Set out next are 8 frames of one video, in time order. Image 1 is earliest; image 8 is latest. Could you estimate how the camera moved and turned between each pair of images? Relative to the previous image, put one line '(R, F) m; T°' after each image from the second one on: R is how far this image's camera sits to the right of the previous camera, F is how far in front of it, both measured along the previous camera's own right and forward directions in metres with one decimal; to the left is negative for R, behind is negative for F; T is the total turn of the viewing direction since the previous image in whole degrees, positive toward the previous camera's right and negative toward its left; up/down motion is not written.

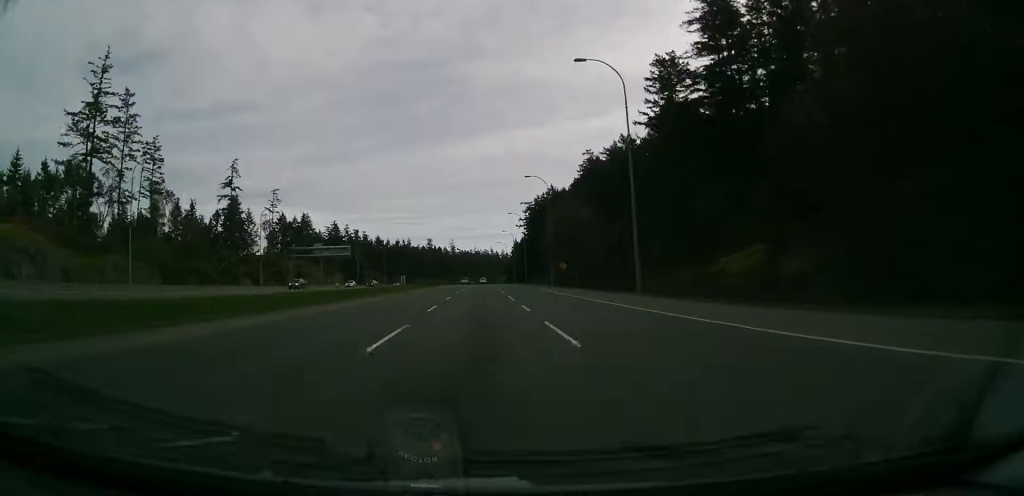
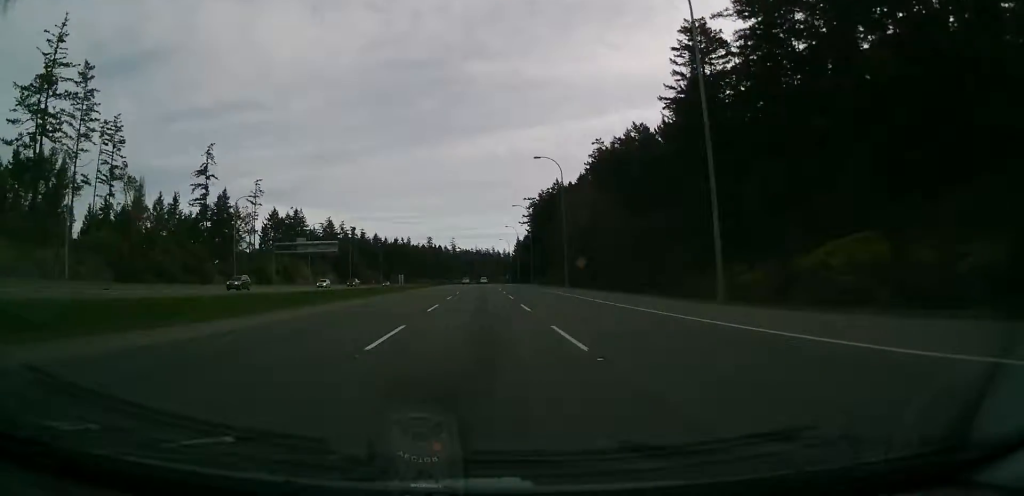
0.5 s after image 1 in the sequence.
(0.0, +12.6) m; 0°
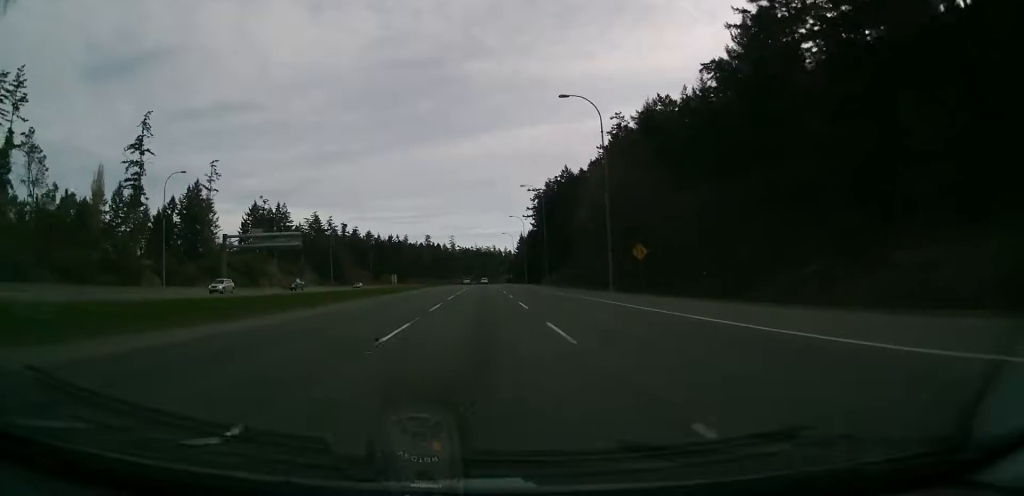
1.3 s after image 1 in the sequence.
(-0.1, +23.5) m; -1°
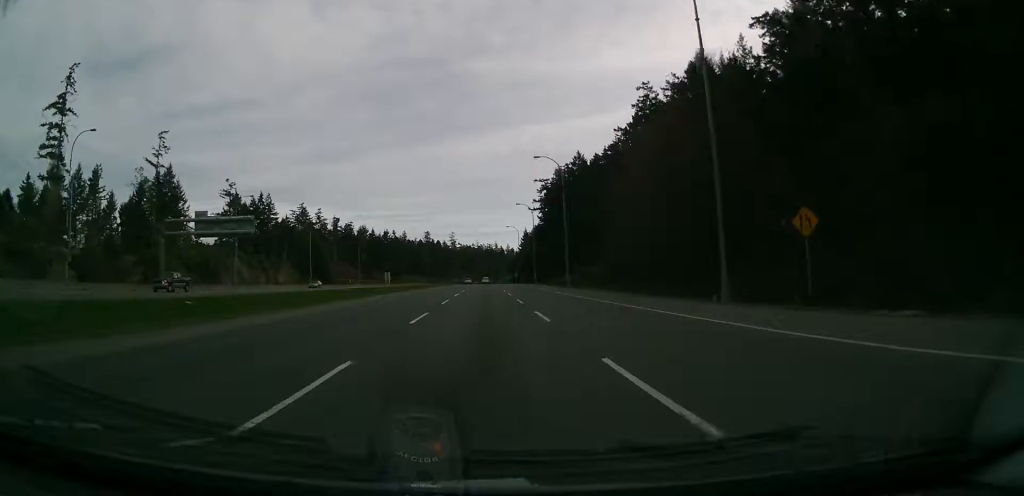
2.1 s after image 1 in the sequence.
(-0.2, +20.8) m; 0°
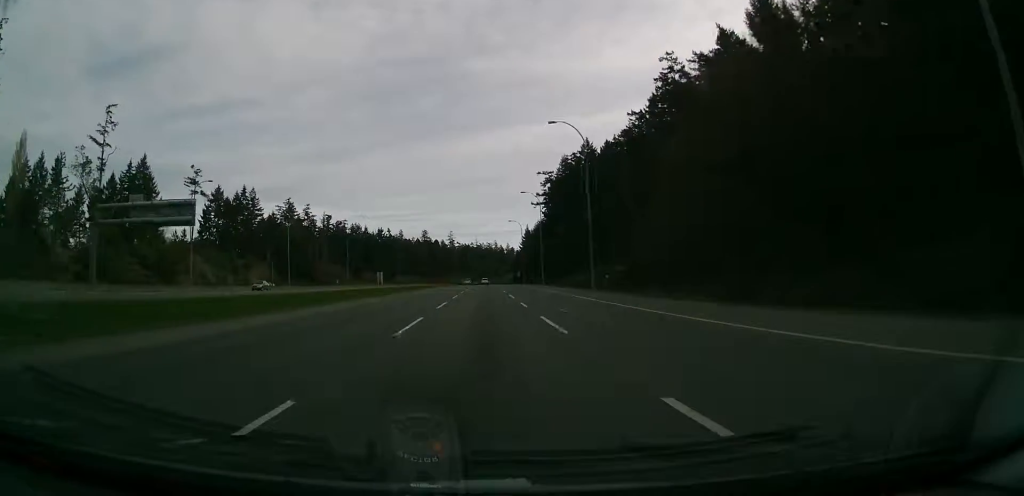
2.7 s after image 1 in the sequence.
(0.0, +15.4) m; 0°
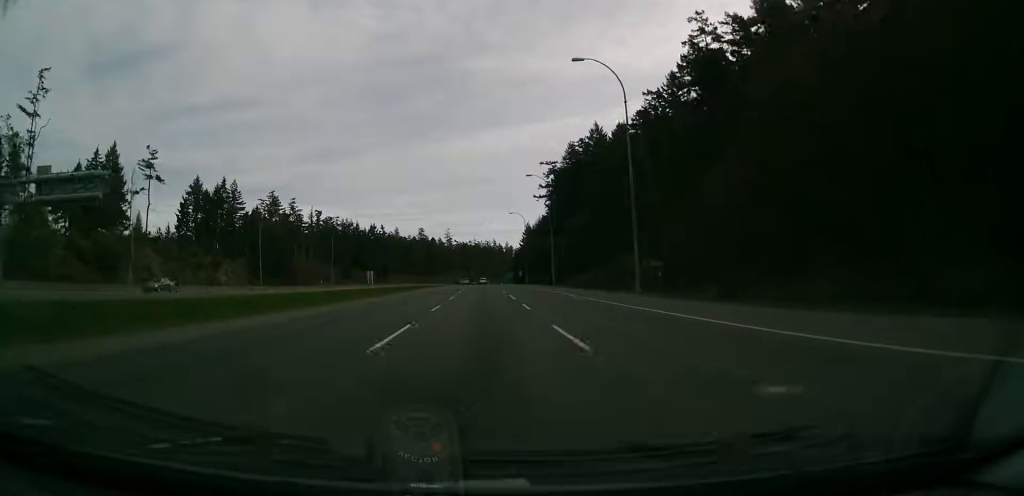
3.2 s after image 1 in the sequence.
(0.0, +15.4) m; 0°
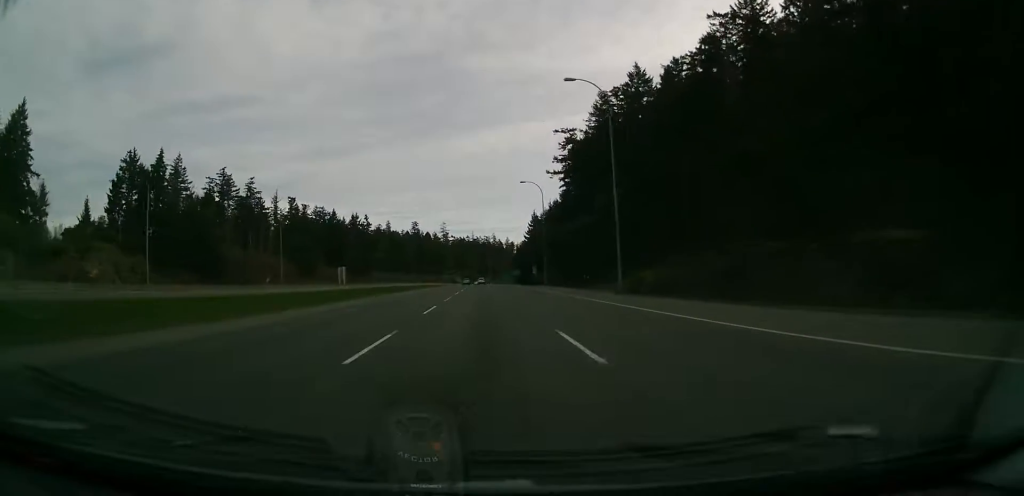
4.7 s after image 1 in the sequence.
(+0.3, +39.1) m; +1°
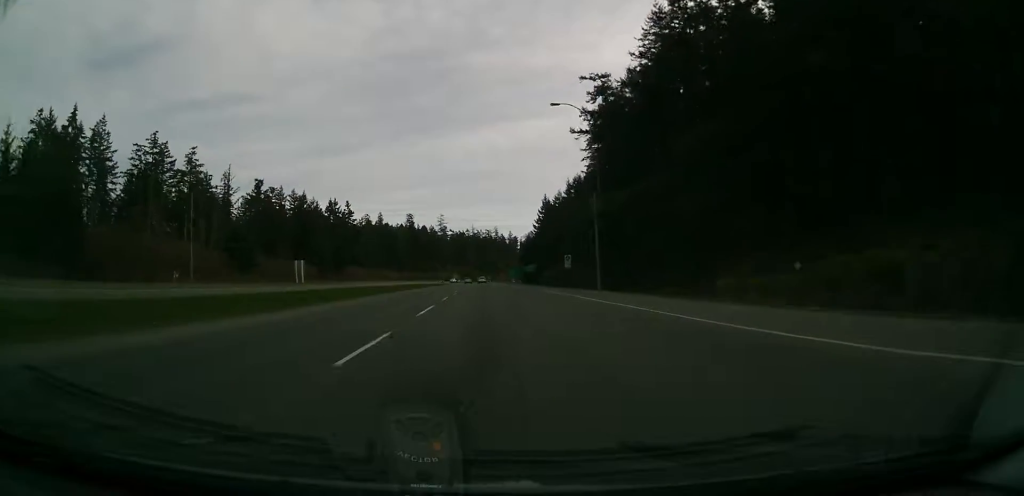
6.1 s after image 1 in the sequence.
(+0.4, +38.4) m; 0°
